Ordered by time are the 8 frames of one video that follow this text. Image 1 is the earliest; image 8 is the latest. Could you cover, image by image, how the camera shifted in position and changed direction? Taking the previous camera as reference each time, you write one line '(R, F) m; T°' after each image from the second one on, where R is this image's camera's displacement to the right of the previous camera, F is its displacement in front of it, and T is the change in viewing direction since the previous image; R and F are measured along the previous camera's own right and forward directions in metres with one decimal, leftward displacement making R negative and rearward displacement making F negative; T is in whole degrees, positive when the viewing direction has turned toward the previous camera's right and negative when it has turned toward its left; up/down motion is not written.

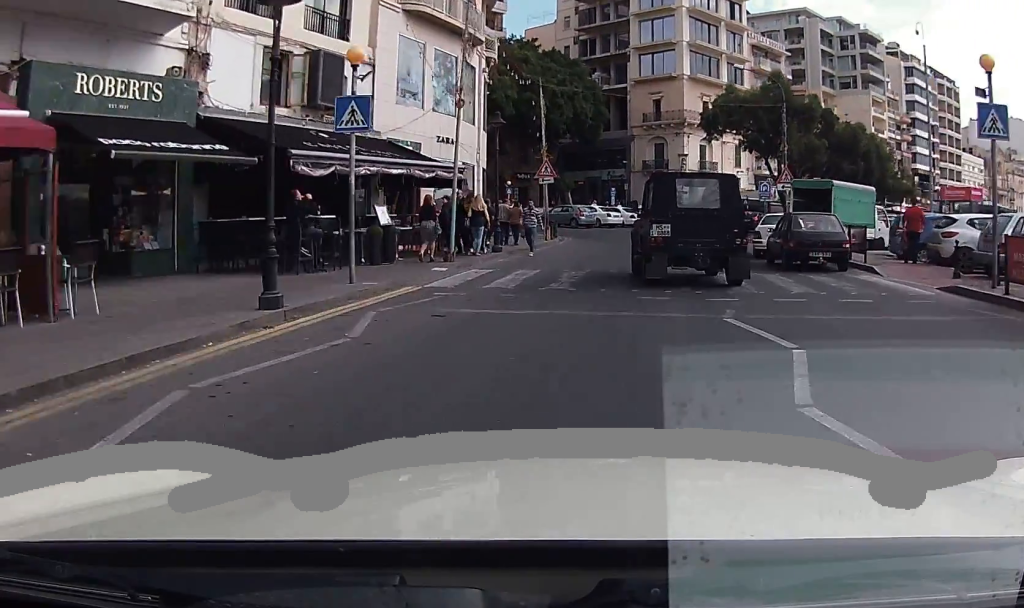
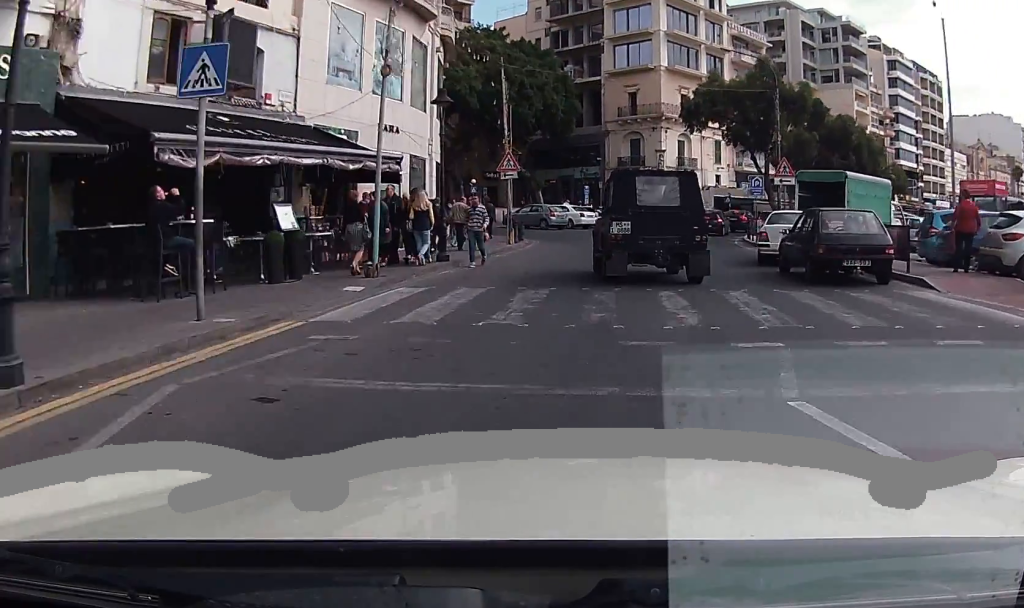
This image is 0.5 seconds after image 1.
(0.0, +4.2) m; +3°
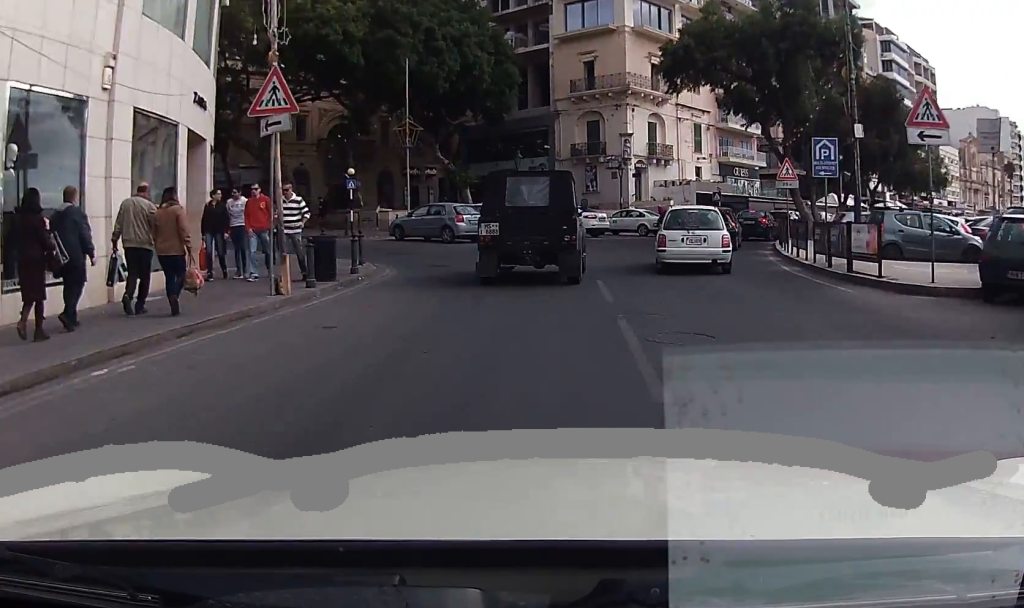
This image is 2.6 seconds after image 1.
(+1.2, +17.2) m; +4°
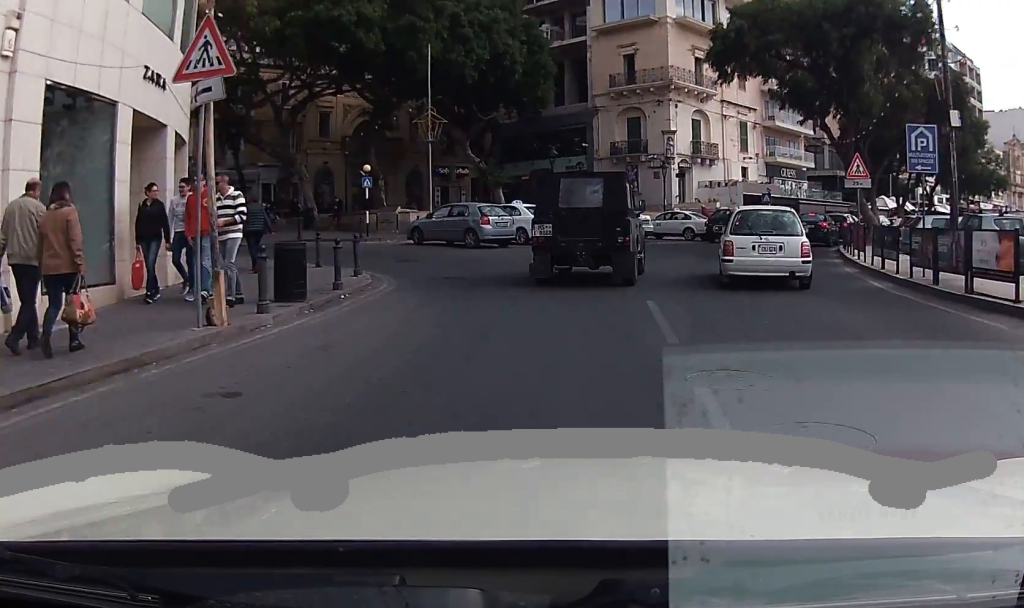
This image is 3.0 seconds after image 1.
(0.0, +3.3) m; -2°
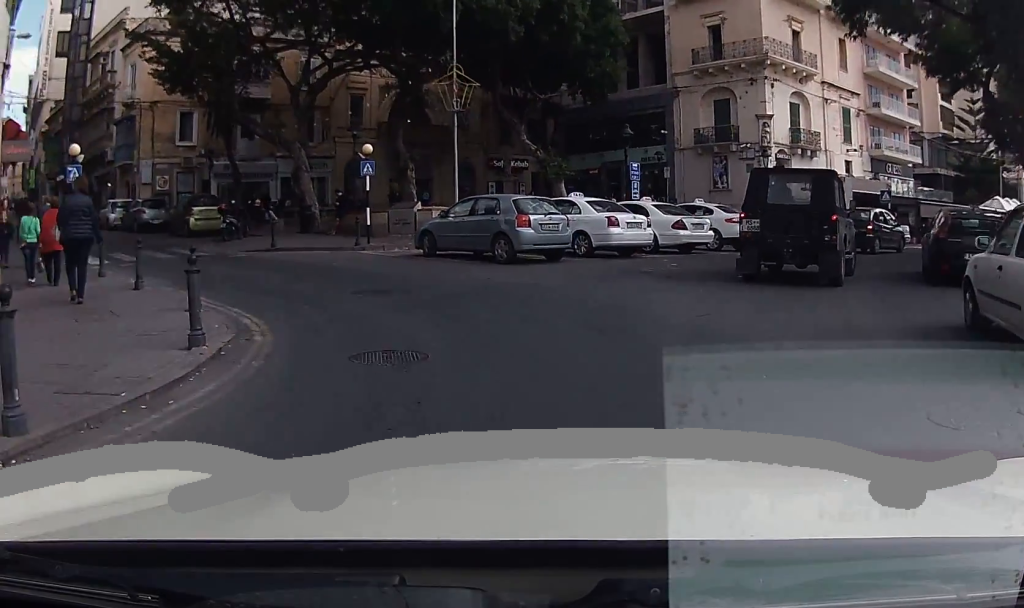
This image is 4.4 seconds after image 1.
(-0.6, +9.6) m; -6°
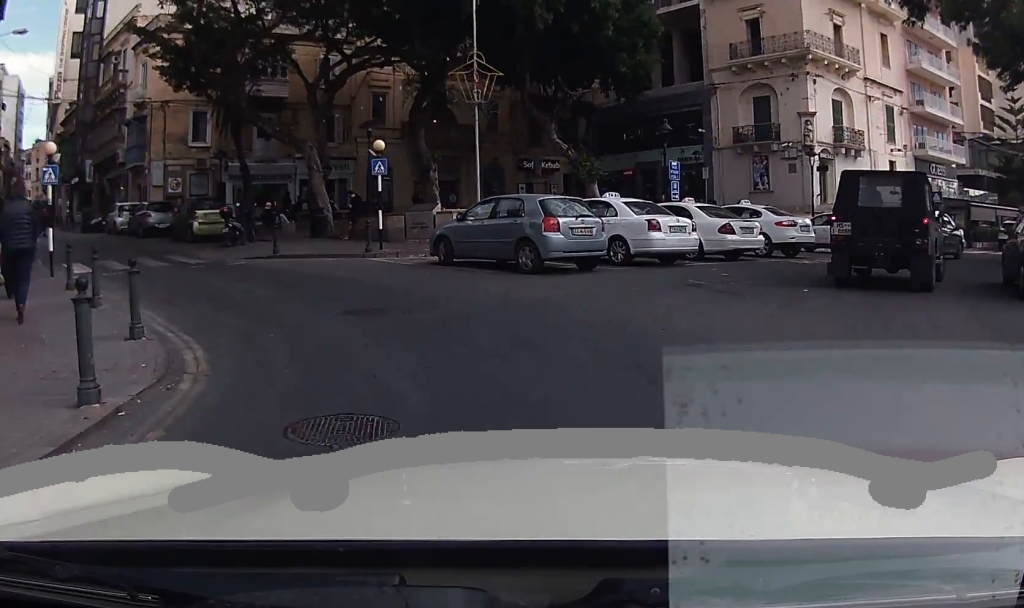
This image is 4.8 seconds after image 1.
(0.0, +2.3) m; -5°
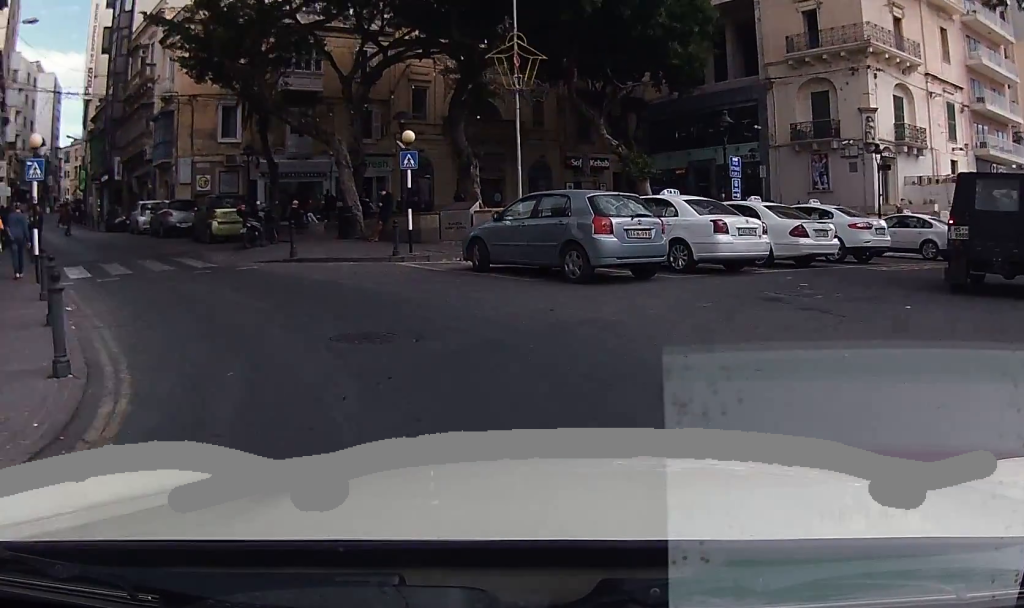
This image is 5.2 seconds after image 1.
(+0.2, +2.2) m; -5°
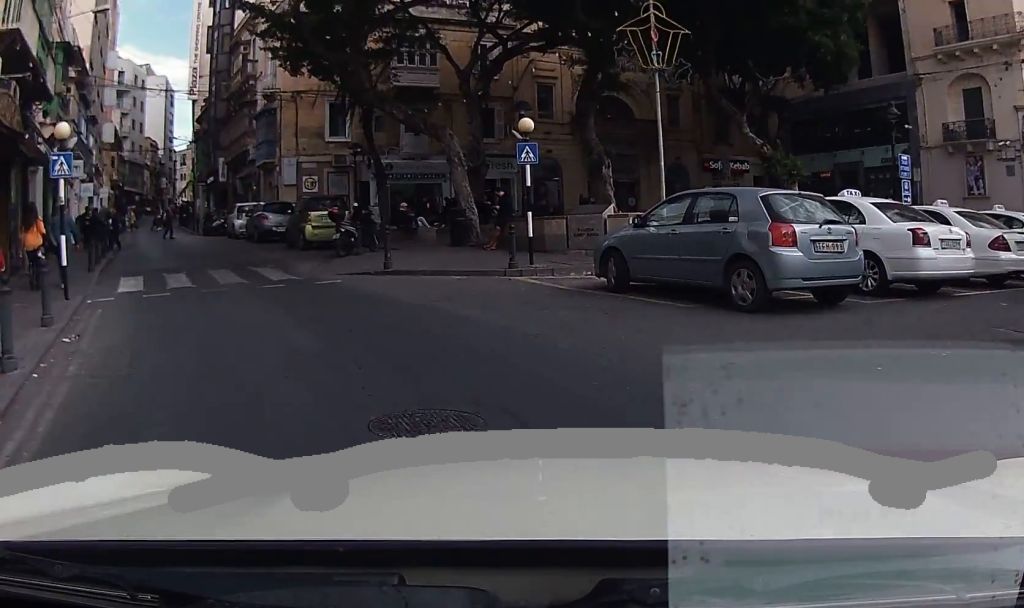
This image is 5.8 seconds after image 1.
(-0.4, +2.9) m; -9°
